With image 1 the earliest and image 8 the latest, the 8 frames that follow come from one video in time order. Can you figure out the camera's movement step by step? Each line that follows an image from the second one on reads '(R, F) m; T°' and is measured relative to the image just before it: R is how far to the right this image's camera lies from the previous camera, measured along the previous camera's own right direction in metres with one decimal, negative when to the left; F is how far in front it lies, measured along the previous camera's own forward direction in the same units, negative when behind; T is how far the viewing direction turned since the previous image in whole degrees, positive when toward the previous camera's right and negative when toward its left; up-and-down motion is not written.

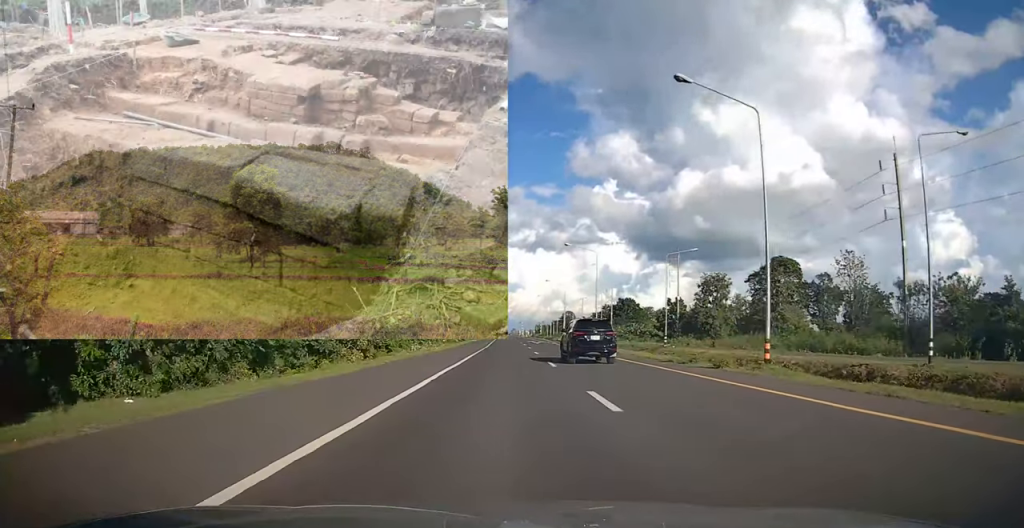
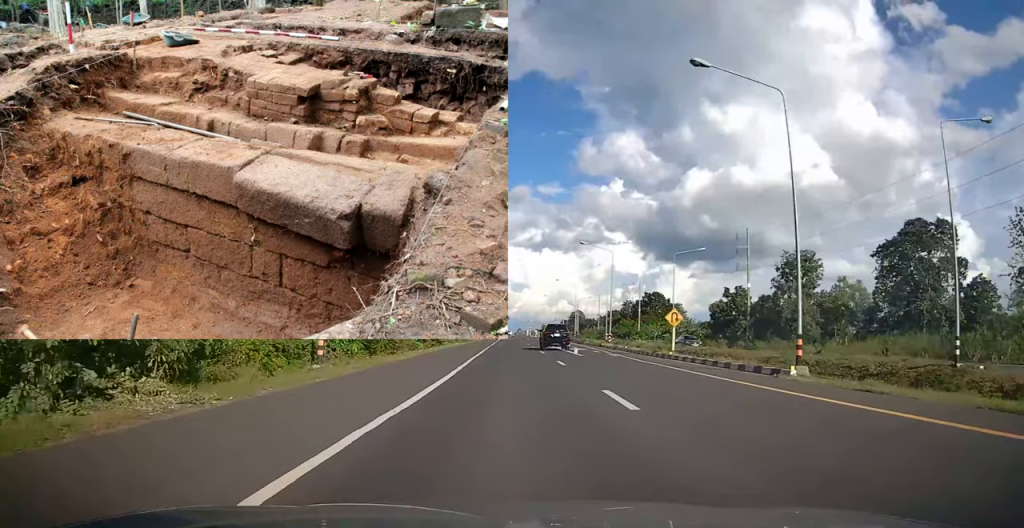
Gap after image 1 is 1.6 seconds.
(0.0, +35.6) m; 0°
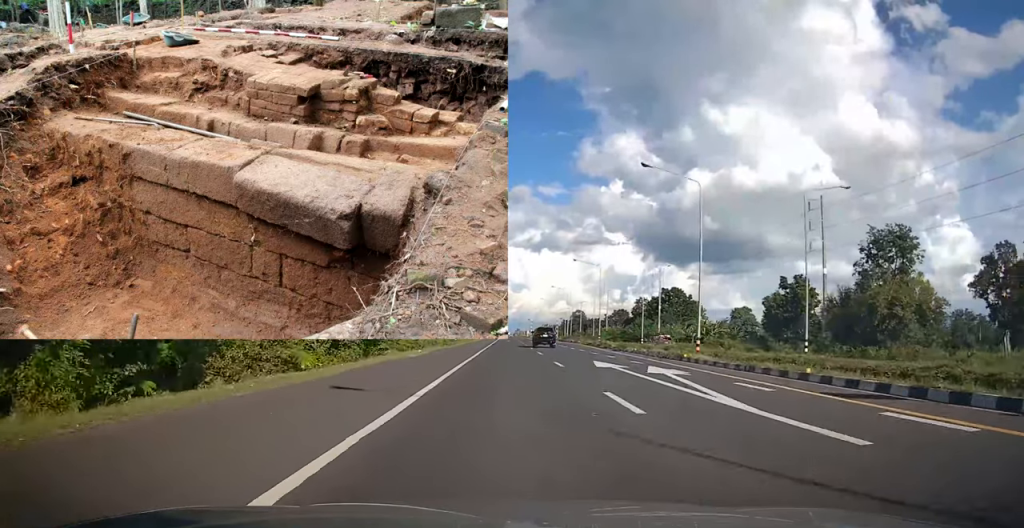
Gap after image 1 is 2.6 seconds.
(-0.1, +23.8) m; 0°
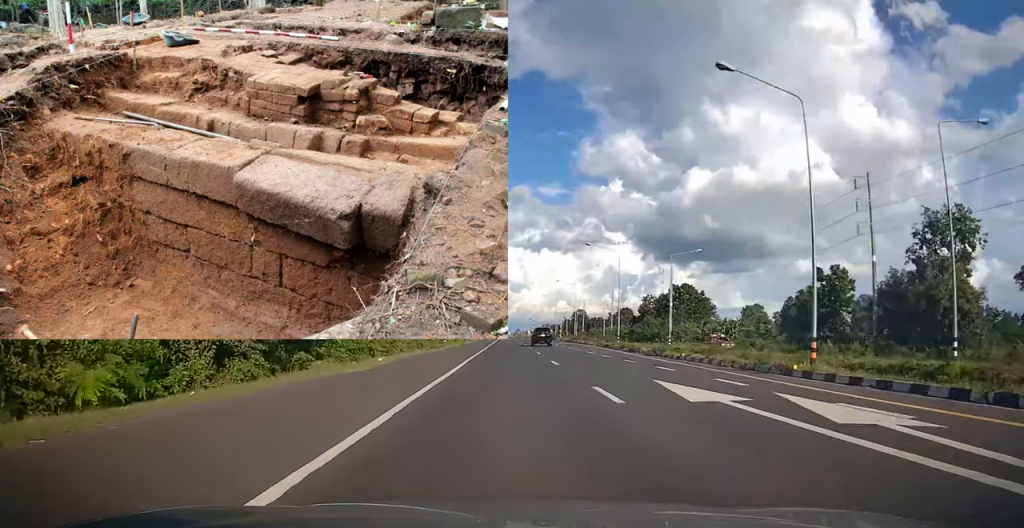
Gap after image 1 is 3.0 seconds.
(0.0, +10.6) m; 0°
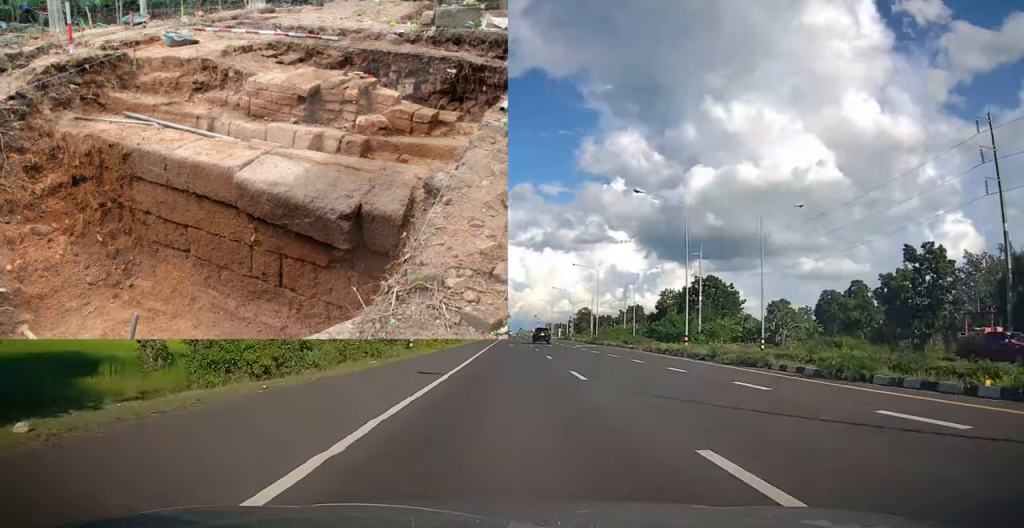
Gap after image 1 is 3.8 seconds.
(0.0, +18.9) m; 0°
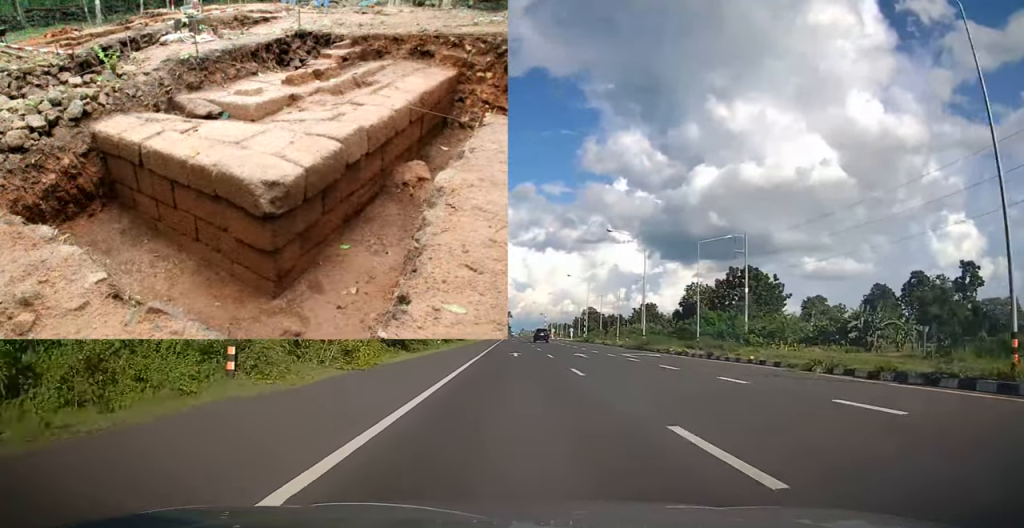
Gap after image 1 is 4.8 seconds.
(-0.1, +22.2) m; 0°
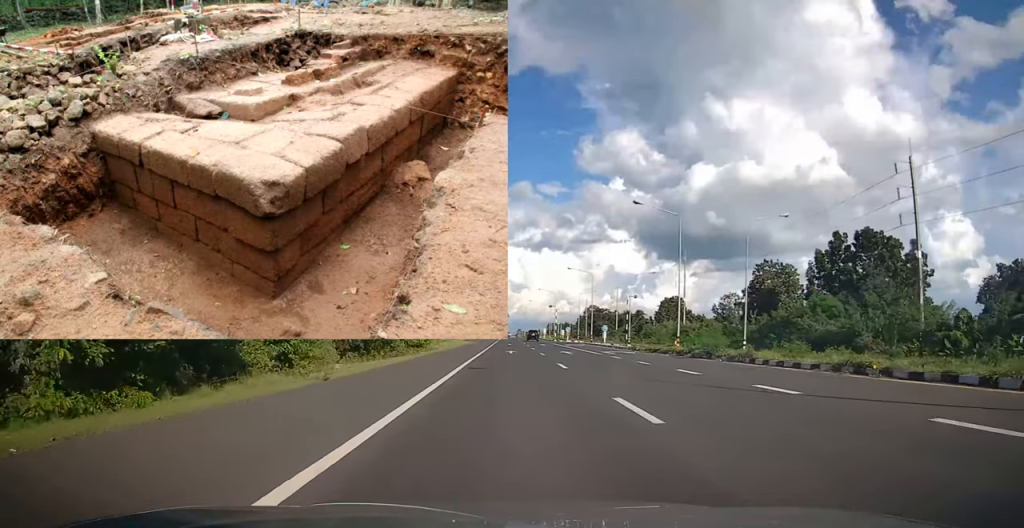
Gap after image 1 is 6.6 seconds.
(-0.2, +44.3) m; 0°
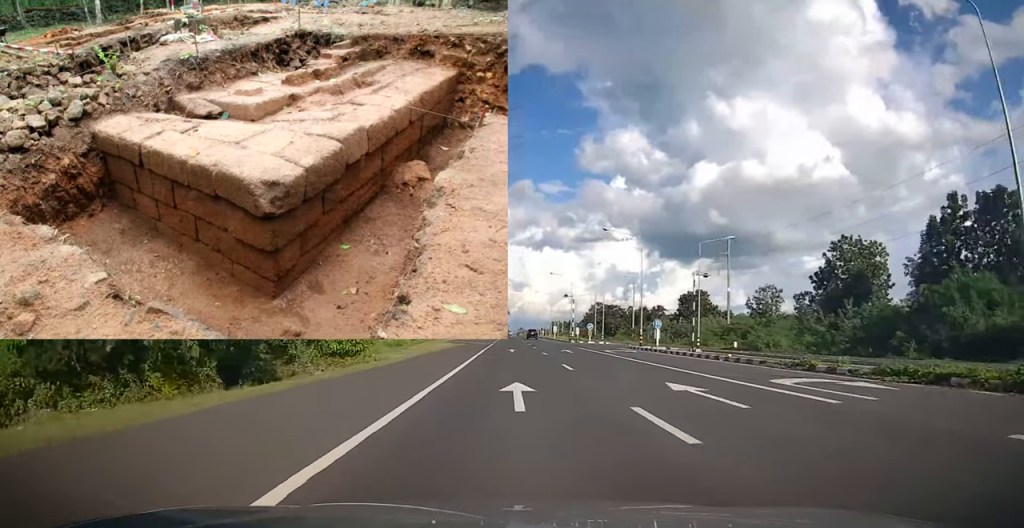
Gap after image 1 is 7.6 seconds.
(+0.1, +25.3) m; 0°
